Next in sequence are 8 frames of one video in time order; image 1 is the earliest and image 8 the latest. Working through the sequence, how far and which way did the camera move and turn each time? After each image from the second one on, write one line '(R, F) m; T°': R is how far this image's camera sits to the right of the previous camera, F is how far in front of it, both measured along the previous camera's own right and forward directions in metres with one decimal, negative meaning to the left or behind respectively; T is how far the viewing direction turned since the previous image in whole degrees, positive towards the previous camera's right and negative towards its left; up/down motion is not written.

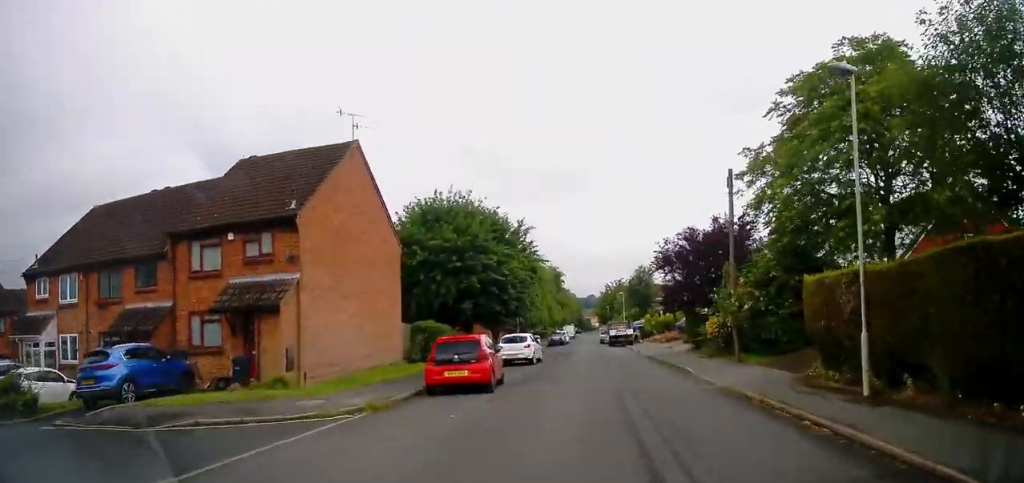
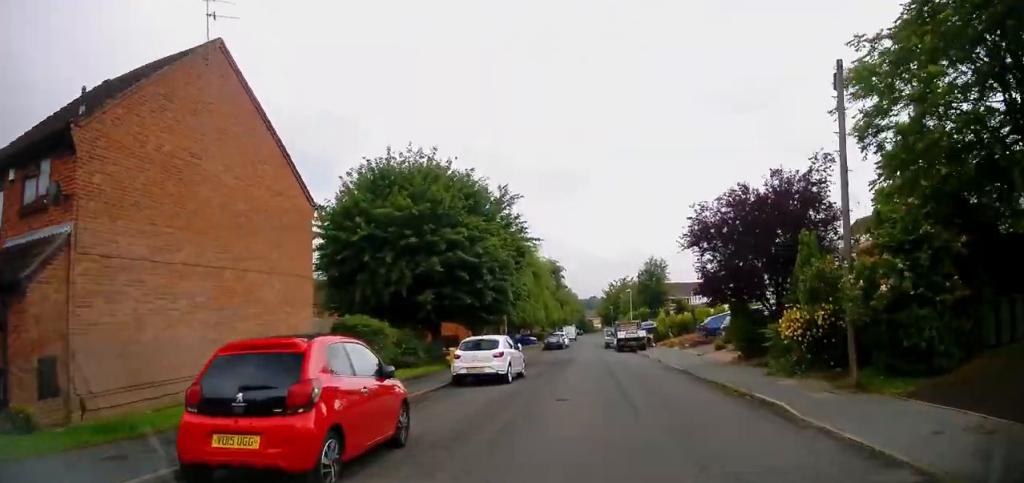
(-0.4, +9.5) m; -2°
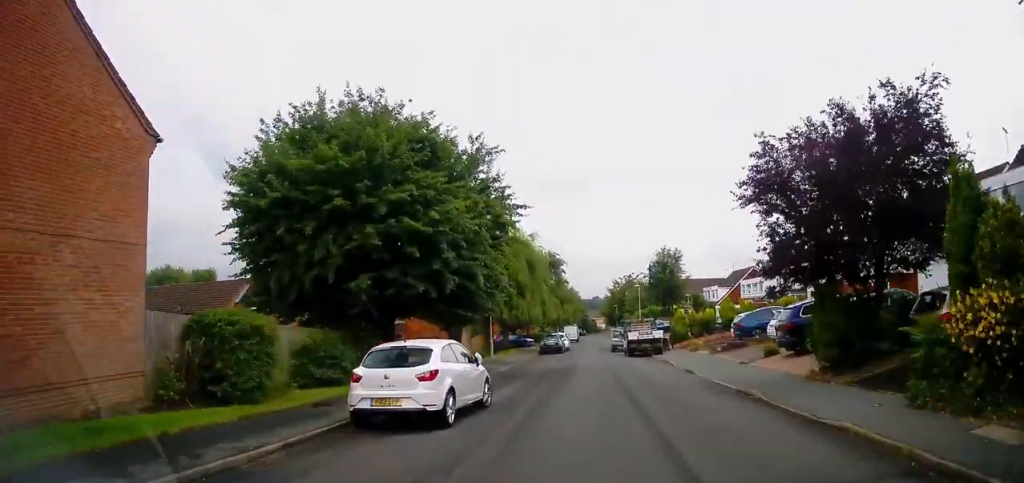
(-0.1, +7.7) m; +1°
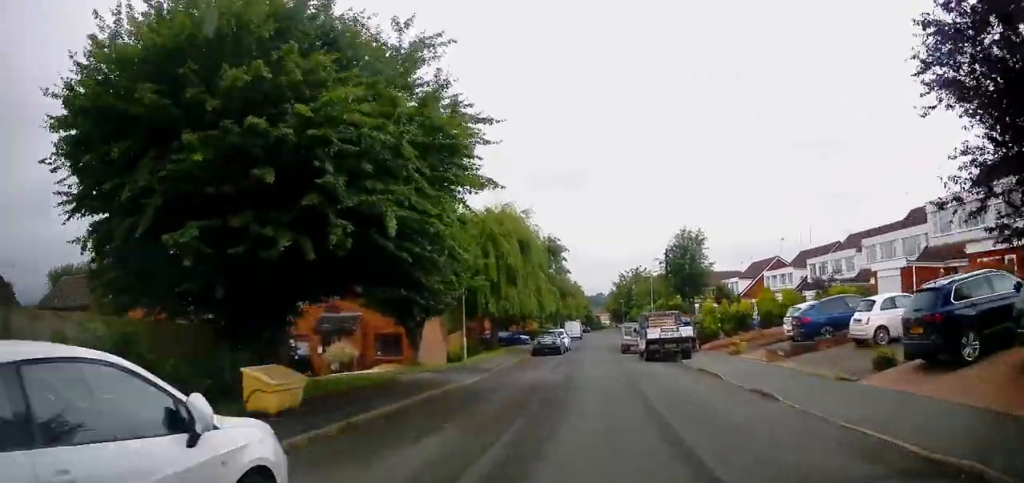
(+0.1, +8.6) m; +1°
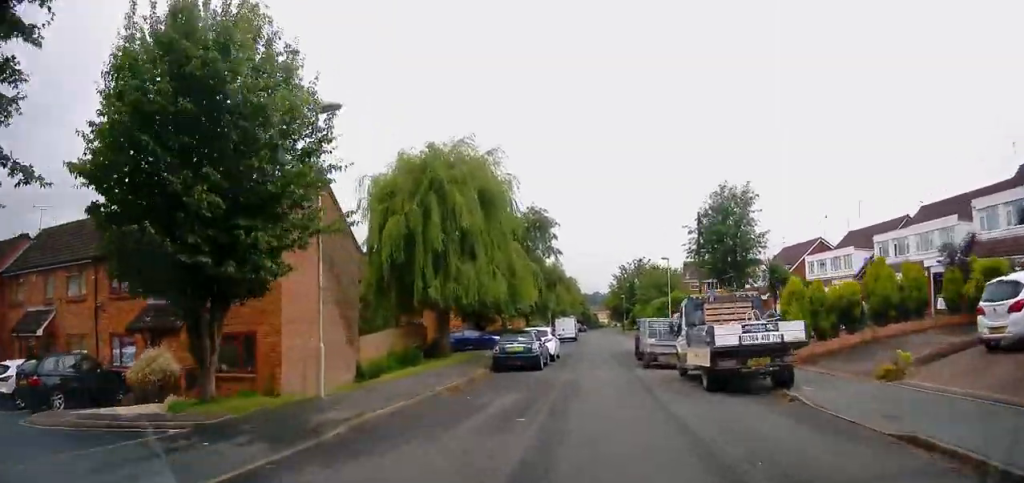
(0.0, +14.0) m; -2°
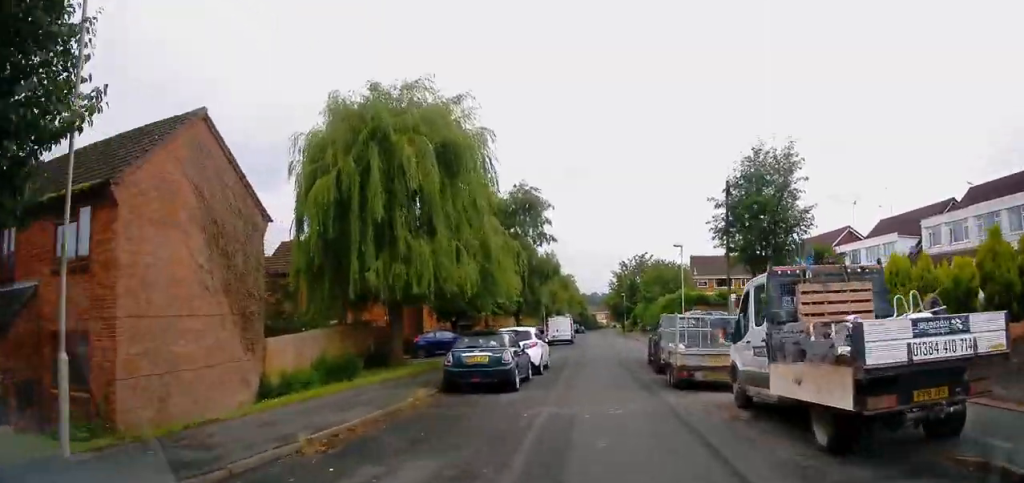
(-0.2, +7.2) m; -1°
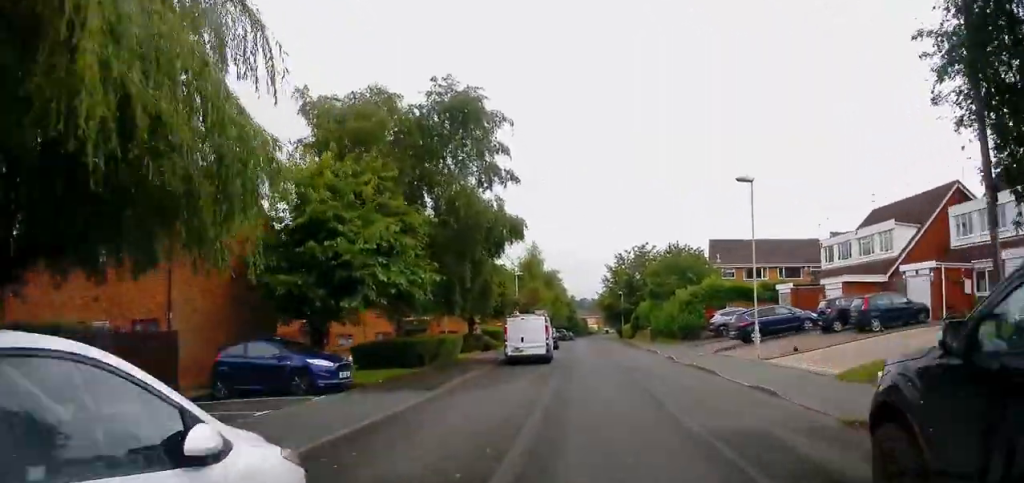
(+0.7, +18.3) m; +5°
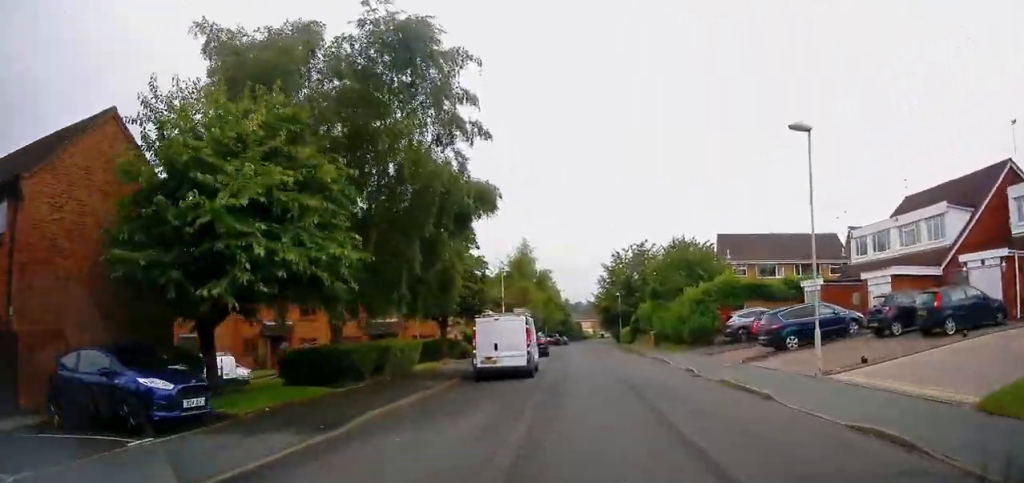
(+0.1, +5.9) m; -2°
